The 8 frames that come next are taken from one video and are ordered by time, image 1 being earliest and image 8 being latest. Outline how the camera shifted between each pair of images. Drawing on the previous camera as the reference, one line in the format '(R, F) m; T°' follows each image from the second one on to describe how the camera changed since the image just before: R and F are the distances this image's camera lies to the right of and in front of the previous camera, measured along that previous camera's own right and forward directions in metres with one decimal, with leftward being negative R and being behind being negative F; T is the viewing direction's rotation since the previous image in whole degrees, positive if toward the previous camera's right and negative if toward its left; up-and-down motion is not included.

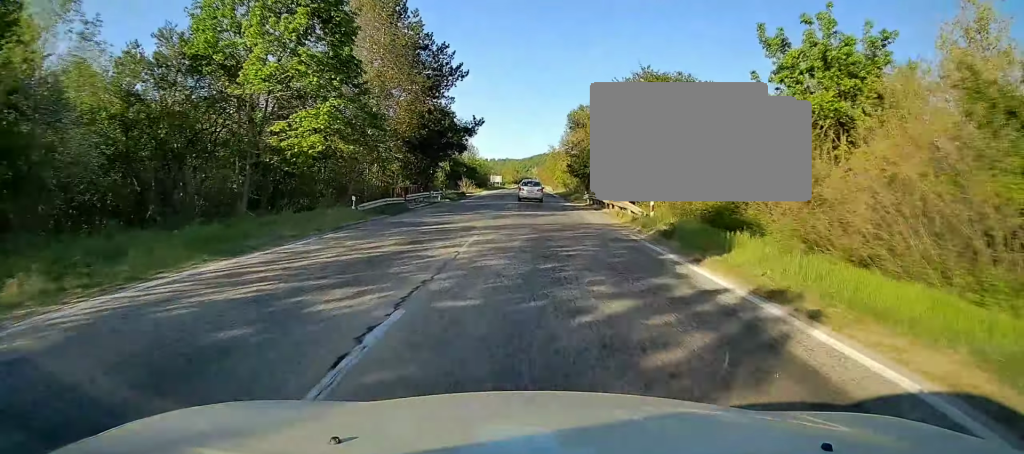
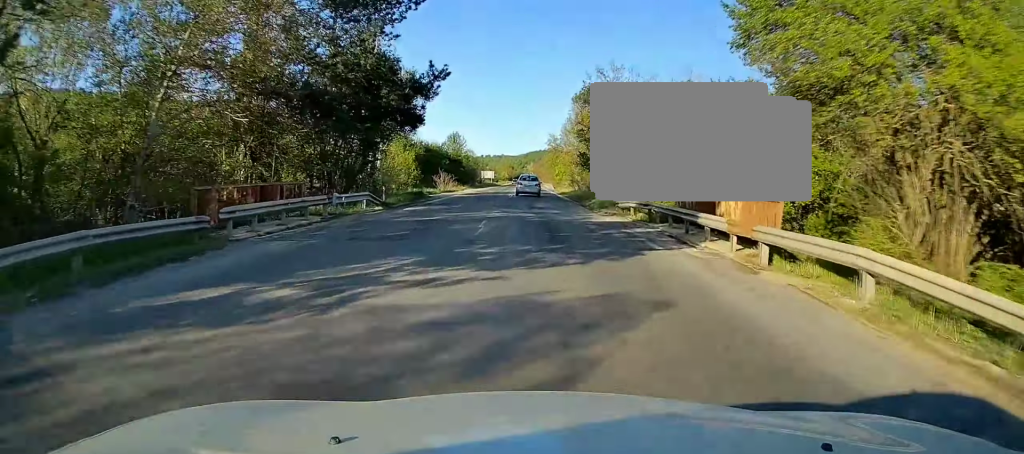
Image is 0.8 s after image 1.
(-0.1, +20.8) m; 0°
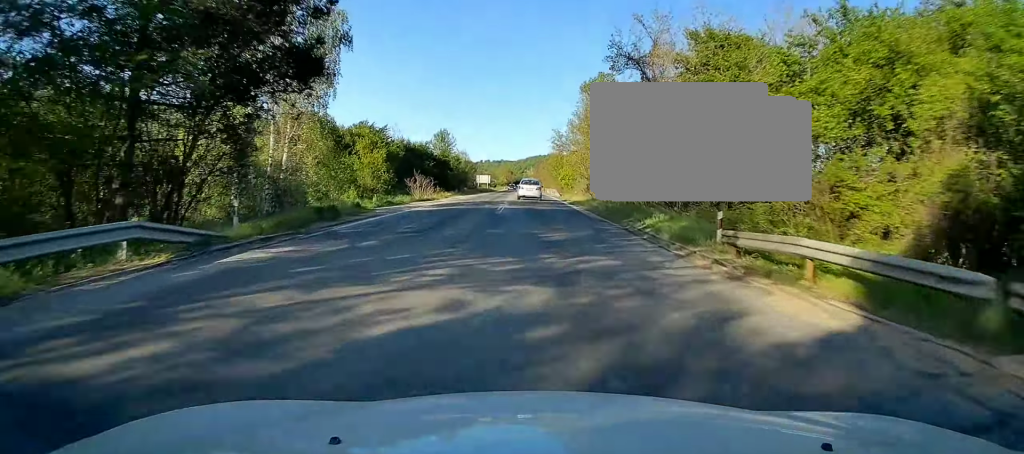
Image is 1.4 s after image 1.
(0.0, +16.4) m; +1°
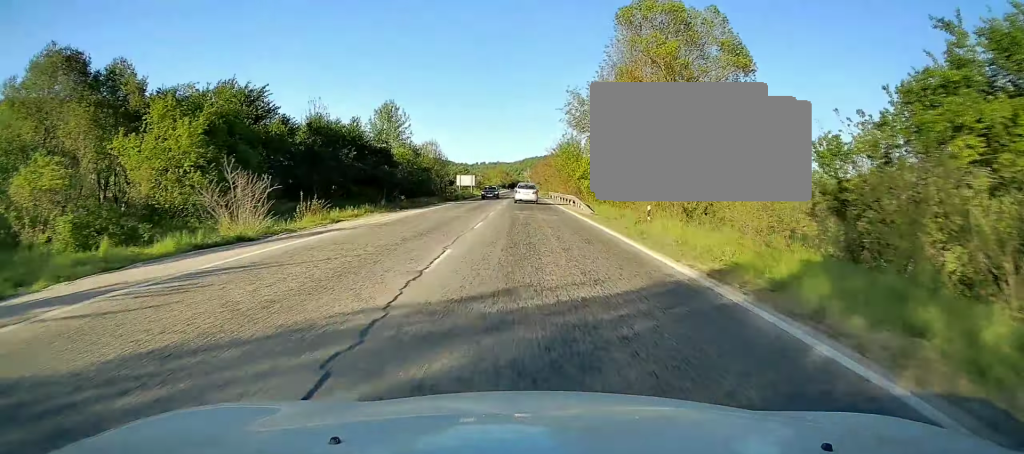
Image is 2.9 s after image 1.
(+0.2, +37.0) m; 0°
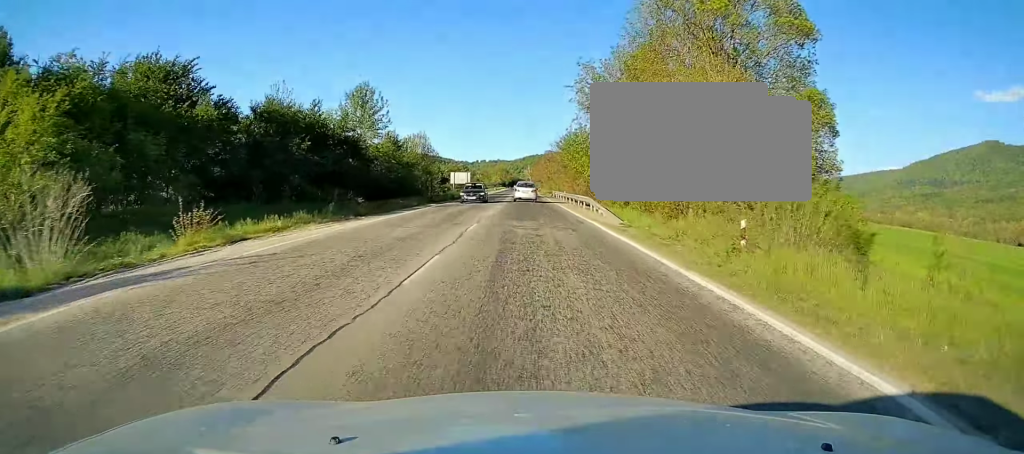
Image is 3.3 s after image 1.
(-0.2, +10.3) m; 0°
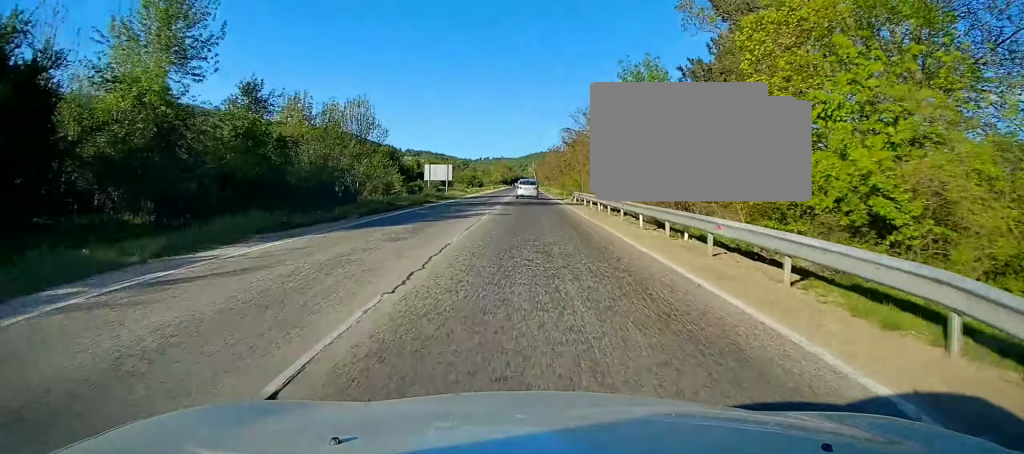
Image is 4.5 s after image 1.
(+0.3, +30.8) m; 0°
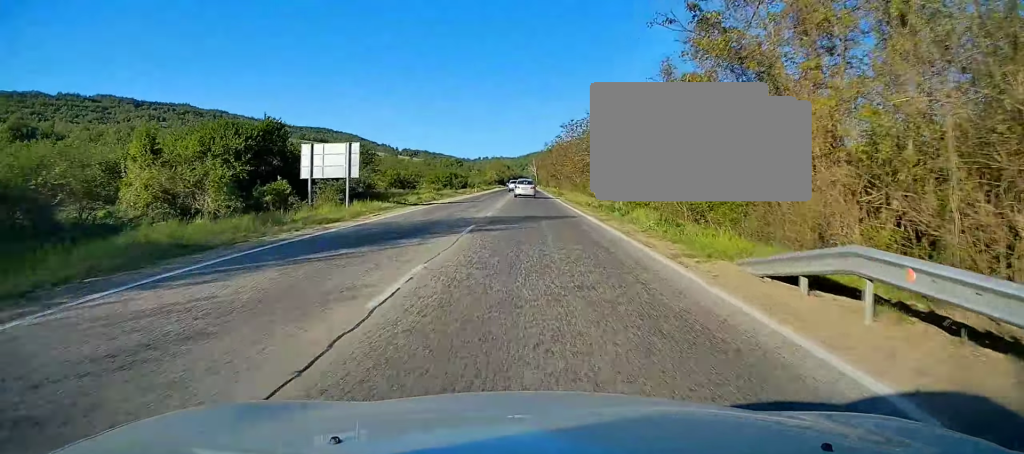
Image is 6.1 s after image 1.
(-0.7, +42.2) m; 0°
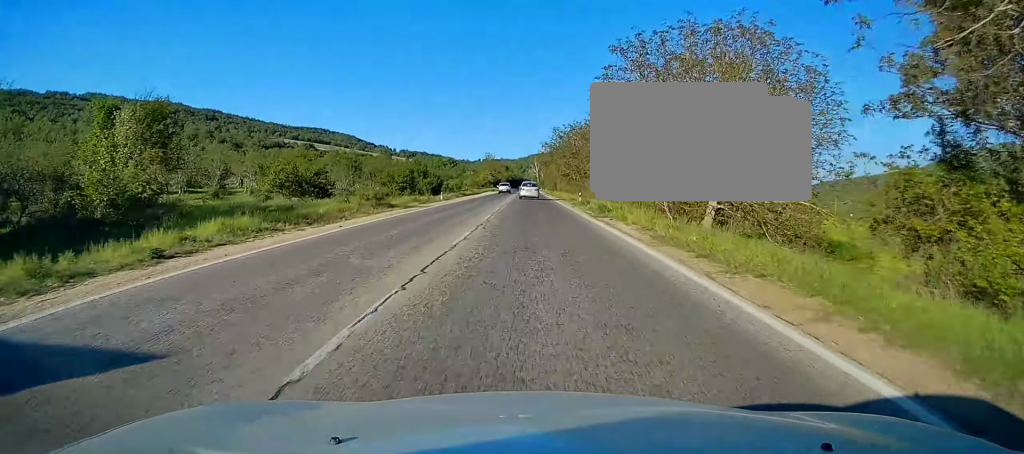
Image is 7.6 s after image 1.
(+0.6, +38.0) m; 0°
